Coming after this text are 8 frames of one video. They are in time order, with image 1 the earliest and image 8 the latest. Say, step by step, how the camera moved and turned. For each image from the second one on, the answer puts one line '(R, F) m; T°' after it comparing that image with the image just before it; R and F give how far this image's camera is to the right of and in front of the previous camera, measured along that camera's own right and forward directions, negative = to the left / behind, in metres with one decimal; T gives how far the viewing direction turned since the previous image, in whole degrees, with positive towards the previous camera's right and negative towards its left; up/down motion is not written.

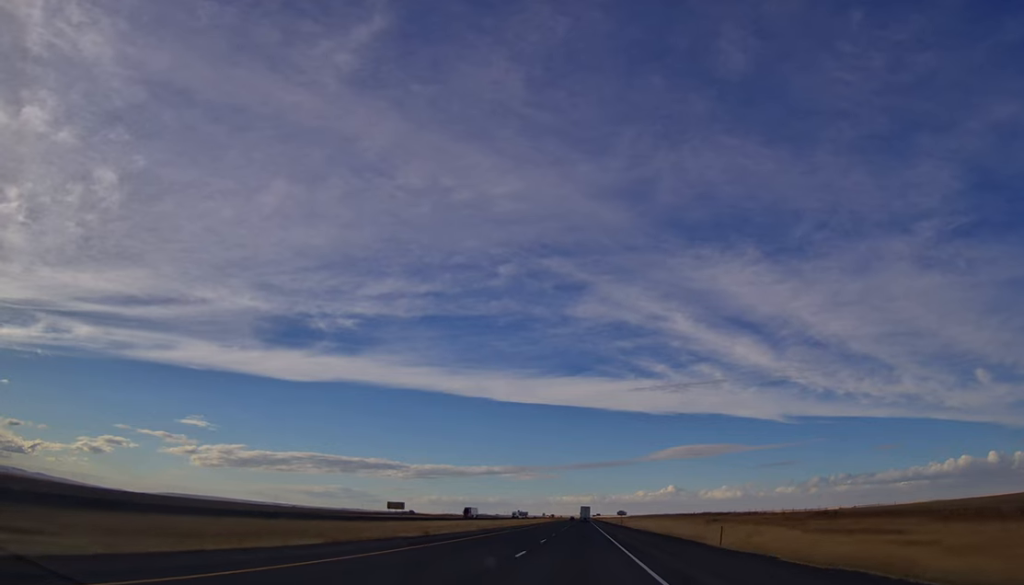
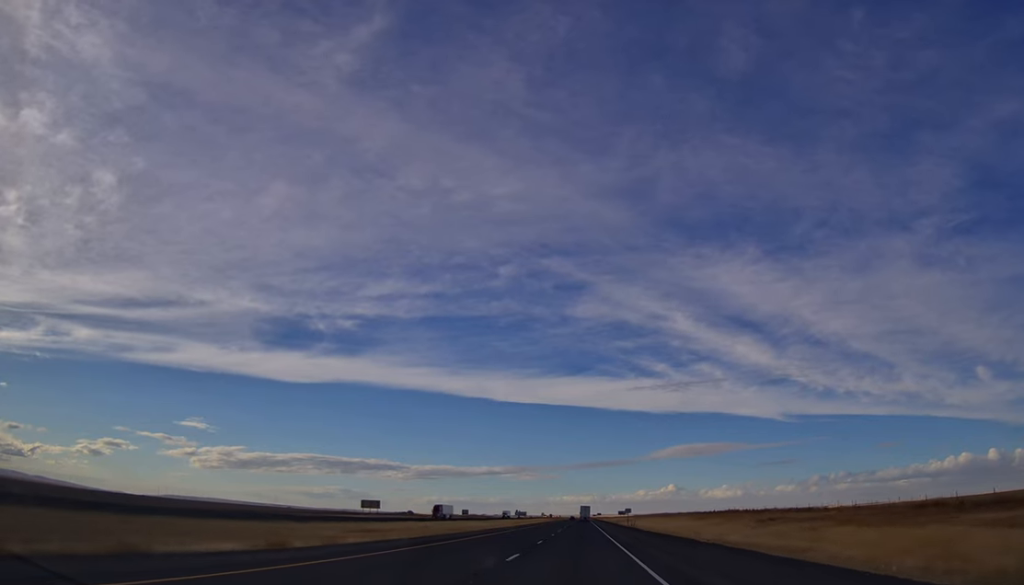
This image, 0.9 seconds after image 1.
(+0.3, +26.6) m; 0°
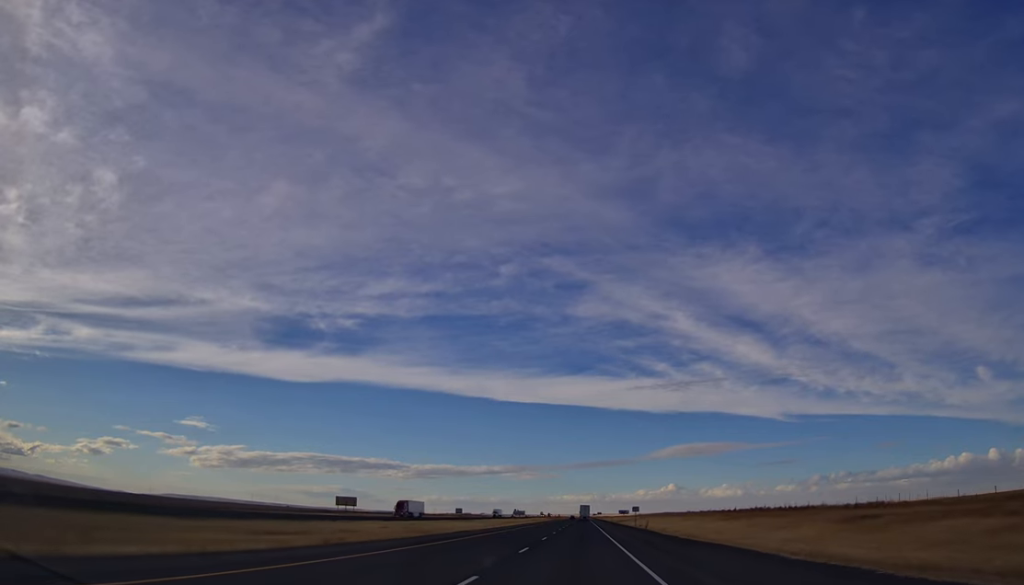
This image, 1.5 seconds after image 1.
(+0.1, +20.4) m; -1°
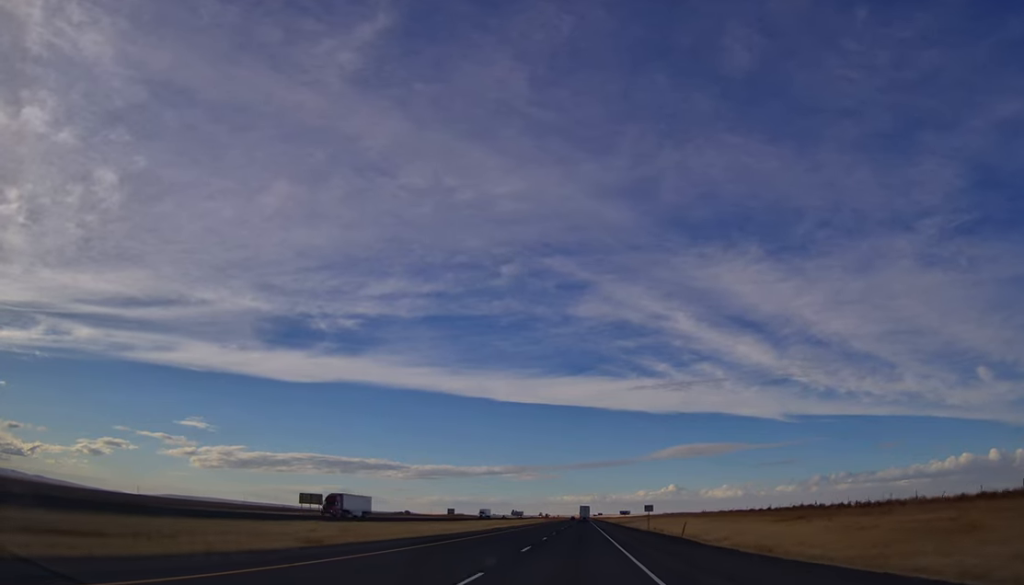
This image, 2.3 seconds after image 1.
(-0.4, +23.5) m; 0°
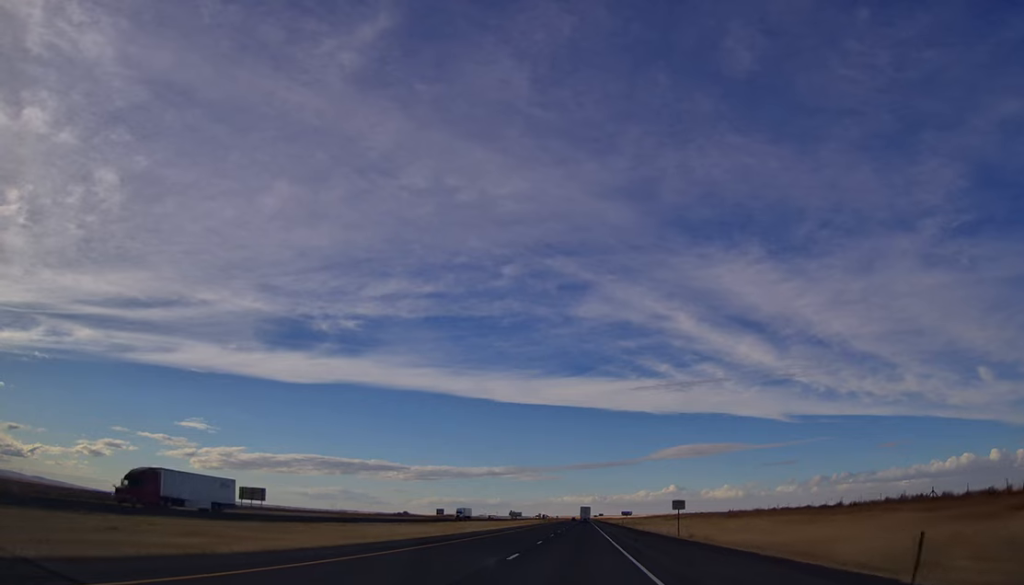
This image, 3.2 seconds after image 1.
(+0.2, +28.7) m; +1°
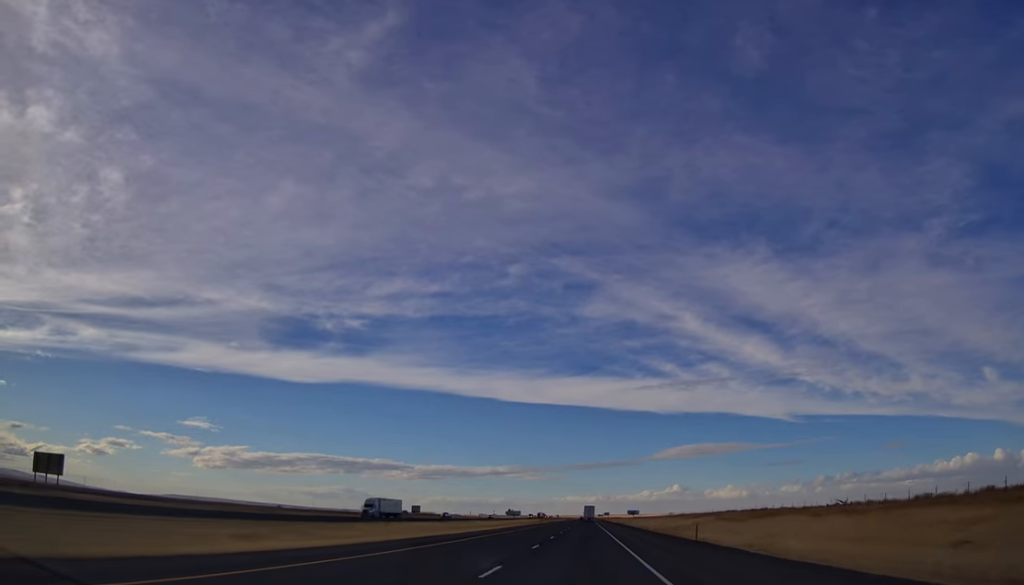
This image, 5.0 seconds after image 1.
(+0.8, +54.5) m; 0°
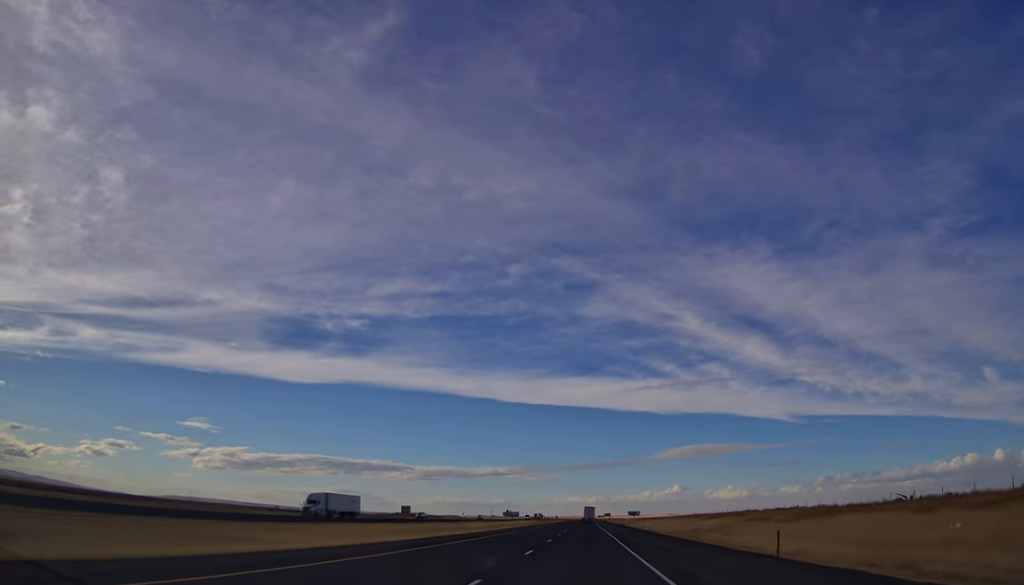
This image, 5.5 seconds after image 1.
(+0.2, +15.5) m; -1°
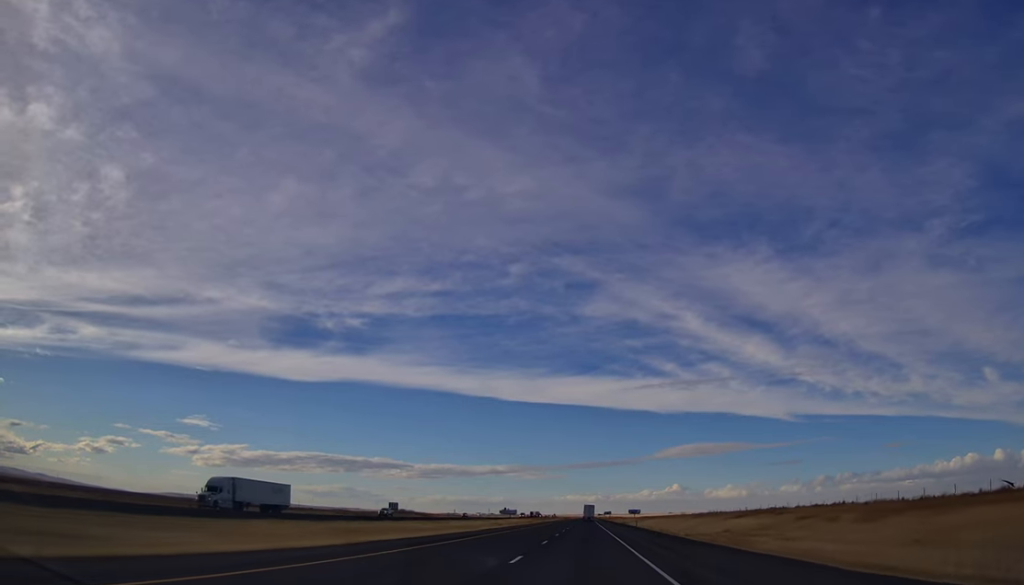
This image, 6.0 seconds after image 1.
(-0.4, +16.7) m; -1°
